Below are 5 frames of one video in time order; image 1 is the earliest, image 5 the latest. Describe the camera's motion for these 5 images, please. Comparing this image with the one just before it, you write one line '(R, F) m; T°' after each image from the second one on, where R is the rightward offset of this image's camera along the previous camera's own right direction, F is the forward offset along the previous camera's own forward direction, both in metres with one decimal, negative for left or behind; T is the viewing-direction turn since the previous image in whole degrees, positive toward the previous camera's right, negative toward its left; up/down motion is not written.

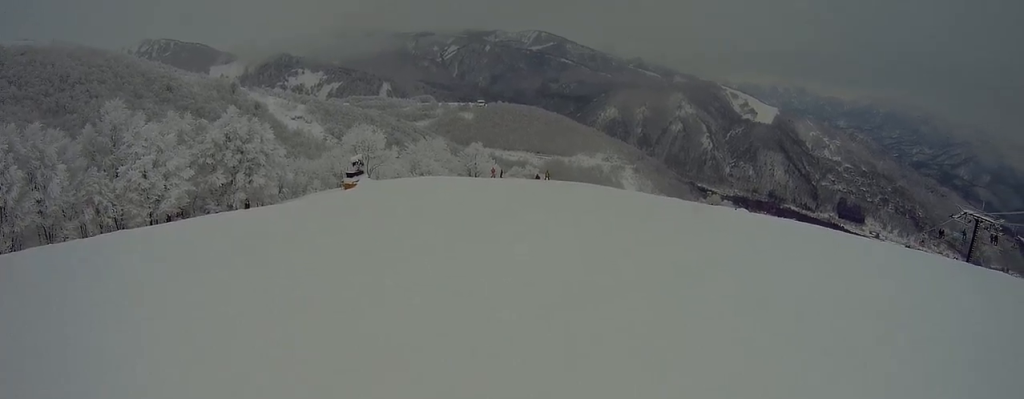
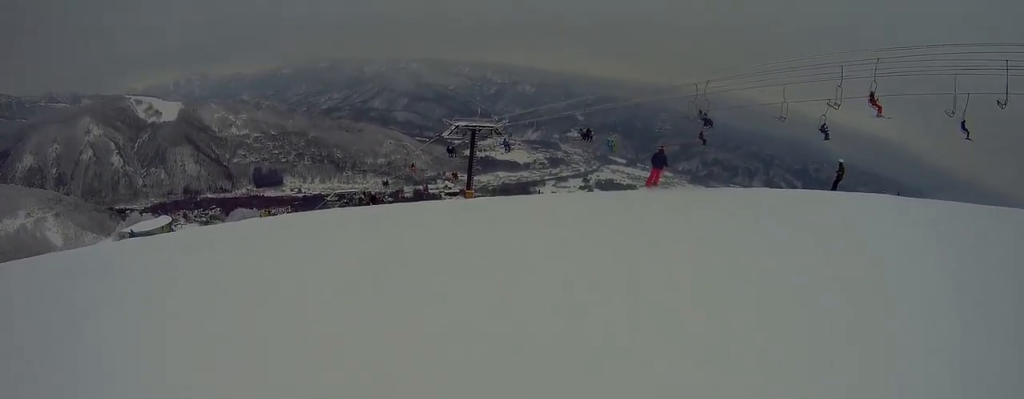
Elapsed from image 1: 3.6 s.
(+8.9, +12.3) m; +74°
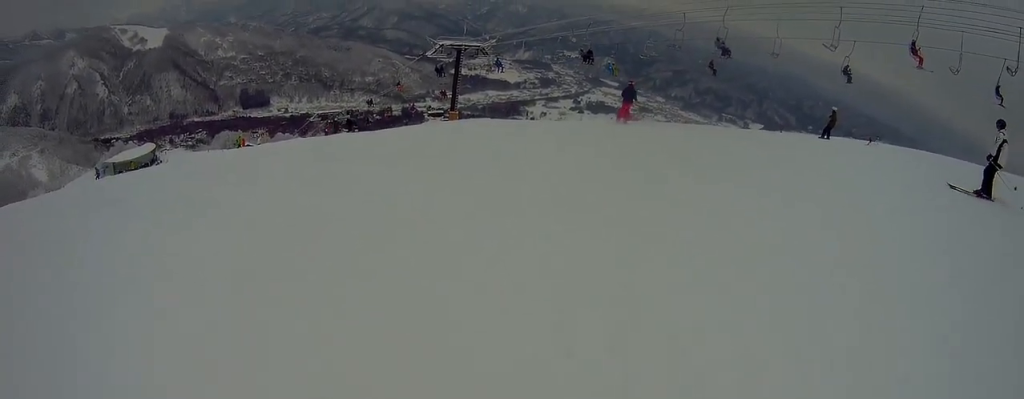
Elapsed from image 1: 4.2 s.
(+1.3, +1.9) m; +4°
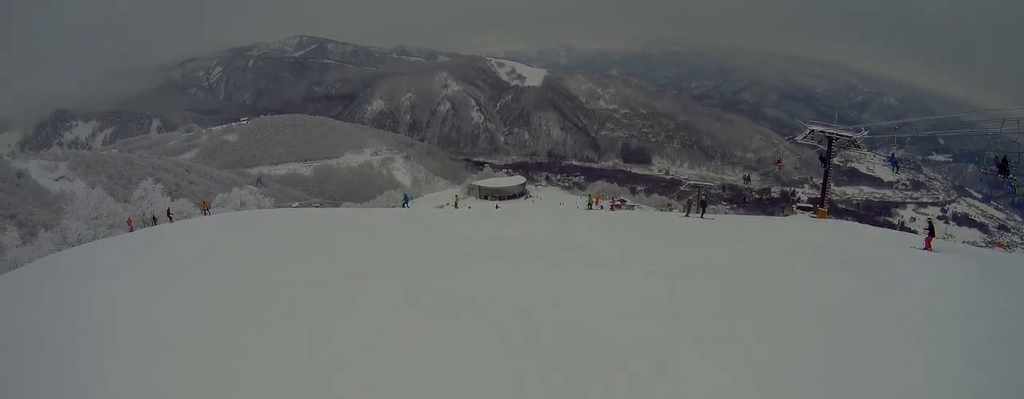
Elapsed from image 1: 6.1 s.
(-2.6, +8.4) m; -34°
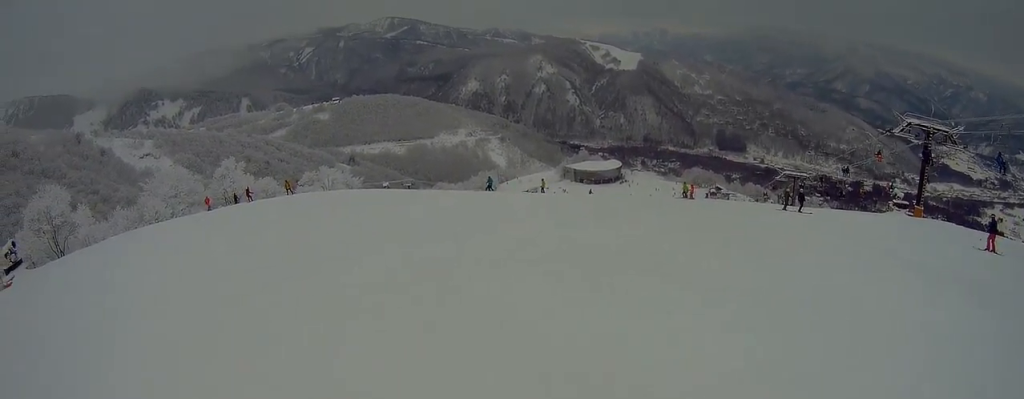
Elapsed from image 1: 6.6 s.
(-0.5, +2.0) m; -17°
